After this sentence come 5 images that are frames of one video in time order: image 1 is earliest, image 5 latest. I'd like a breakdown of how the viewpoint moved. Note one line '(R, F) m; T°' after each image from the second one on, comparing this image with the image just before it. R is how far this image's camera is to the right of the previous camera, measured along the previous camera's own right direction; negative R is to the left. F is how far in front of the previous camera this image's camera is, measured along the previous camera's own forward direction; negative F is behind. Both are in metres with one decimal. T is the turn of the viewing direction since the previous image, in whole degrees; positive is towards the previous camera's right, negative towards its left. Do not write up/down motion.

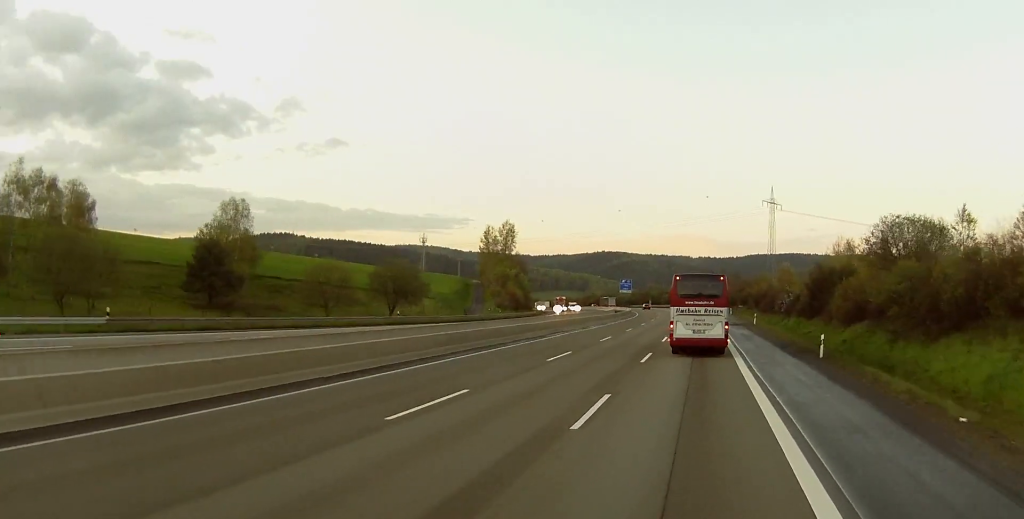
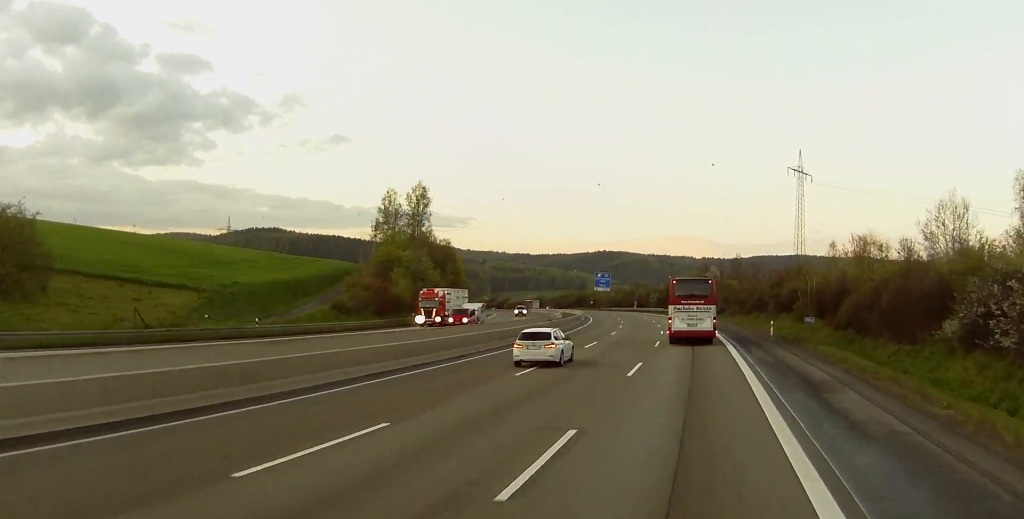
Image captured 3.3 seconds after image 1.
(+0.5, +77.2) m; 0°
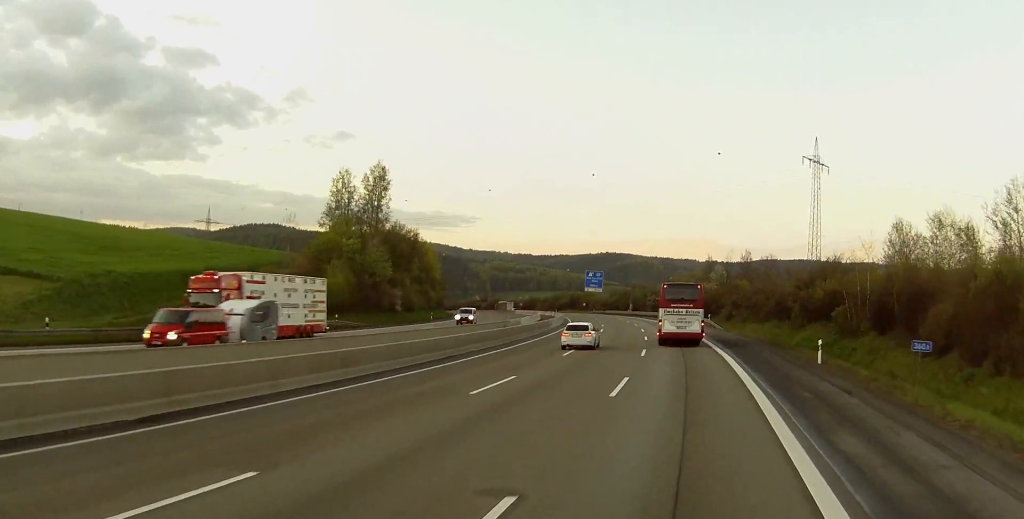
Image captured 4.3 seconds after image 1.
(-0.2, +23.4) m; -1°
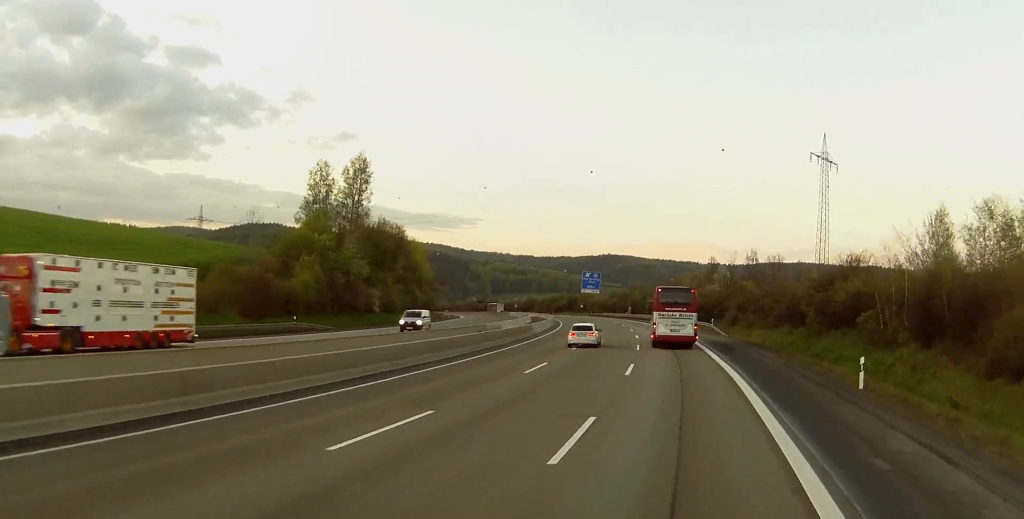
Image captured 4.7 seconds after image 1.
(0.0, +9.3) m; 0°
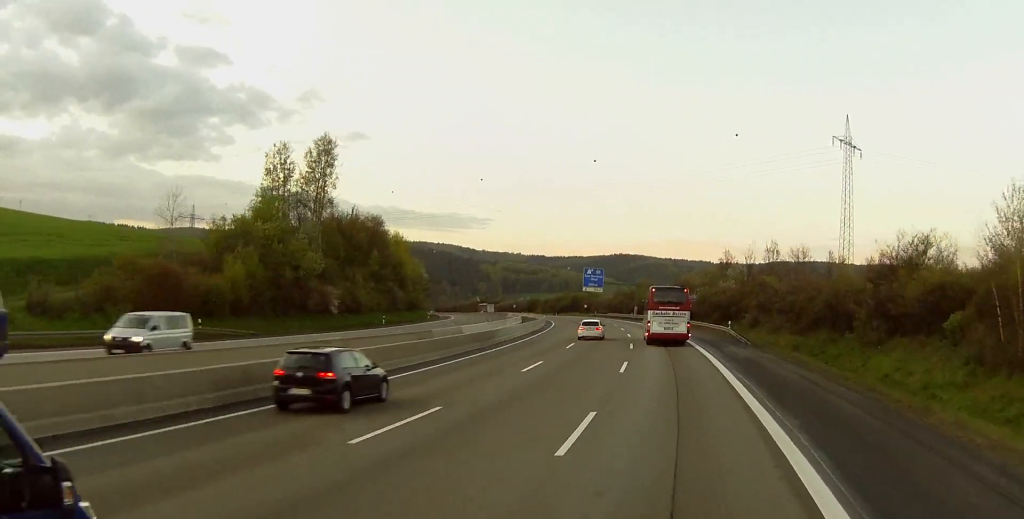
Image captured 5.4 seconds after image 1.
(-0.1, +17.1) m; -1°
